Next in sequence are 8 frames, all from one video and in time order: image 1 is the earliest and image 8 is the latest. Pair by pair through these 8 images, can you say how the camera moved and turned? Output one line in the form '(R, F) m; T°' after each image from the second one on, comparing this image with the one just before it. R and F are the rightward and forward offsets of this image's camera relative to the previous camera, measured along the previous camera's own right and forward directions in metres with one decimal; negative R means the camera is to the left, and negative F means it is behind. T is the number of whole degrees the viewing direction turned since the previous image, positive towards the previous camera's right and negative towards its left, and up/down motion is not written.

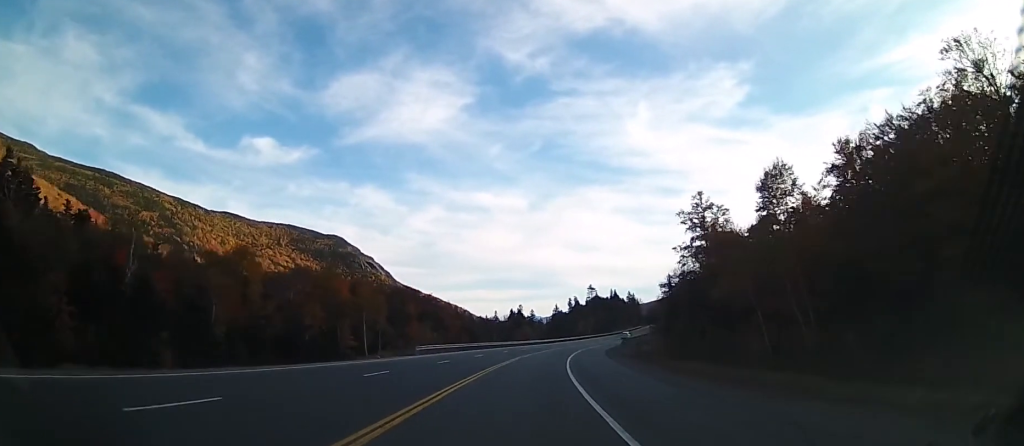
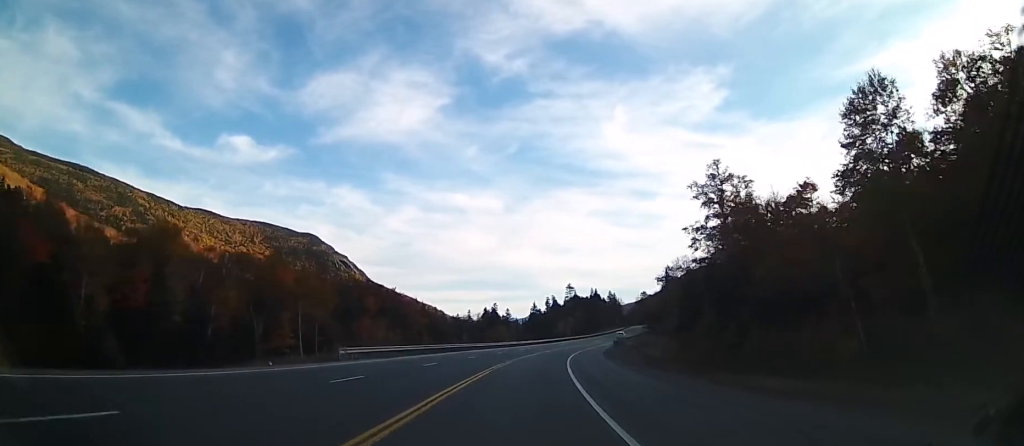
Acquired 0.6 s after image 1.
(+0.2, +15.3) m; +2°
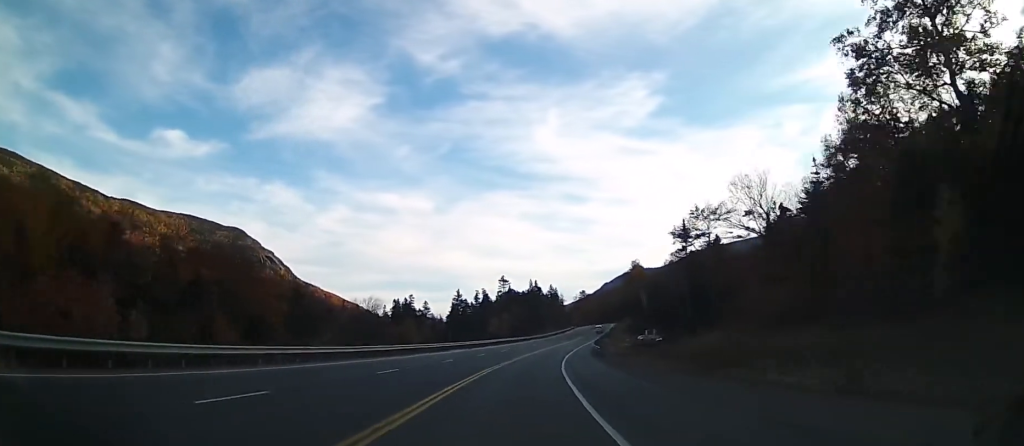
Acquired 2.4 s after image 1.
(+2.7, +43.1) m; +8°
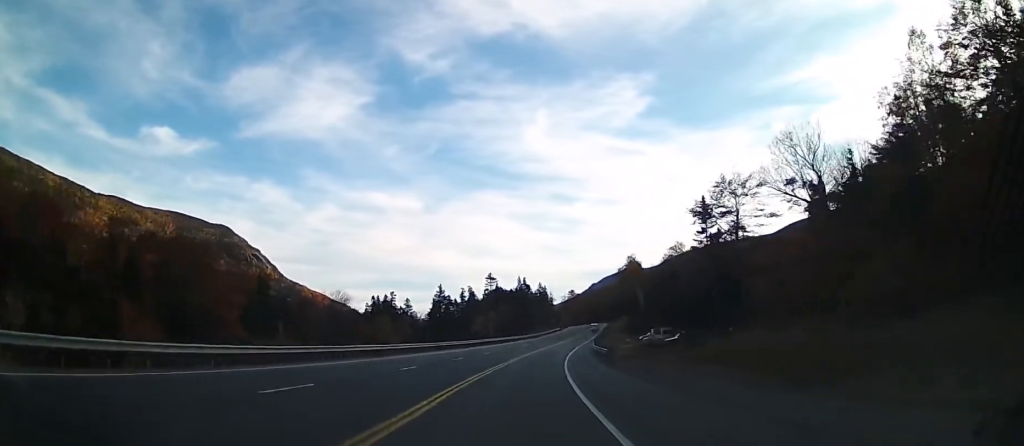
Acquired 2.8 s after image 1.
(+0.3, +9.5) m; +1°
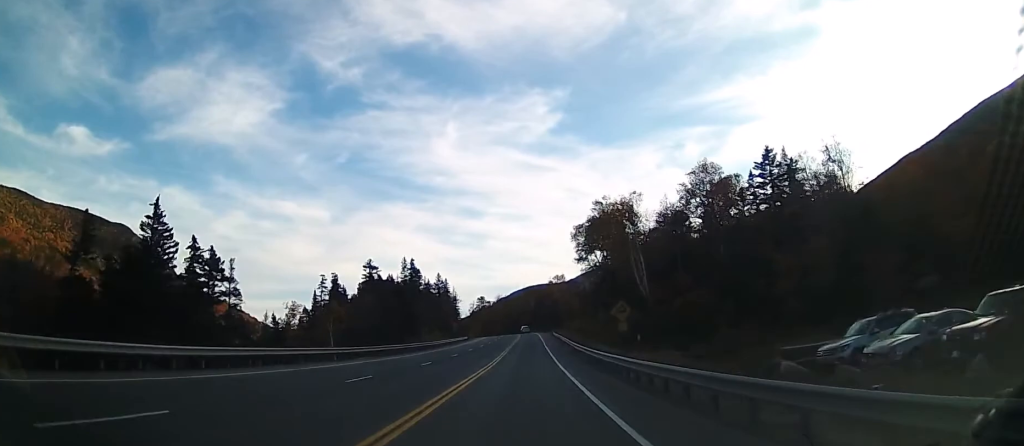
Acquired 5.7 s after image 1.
(+4.9, +66.7) m; +8°
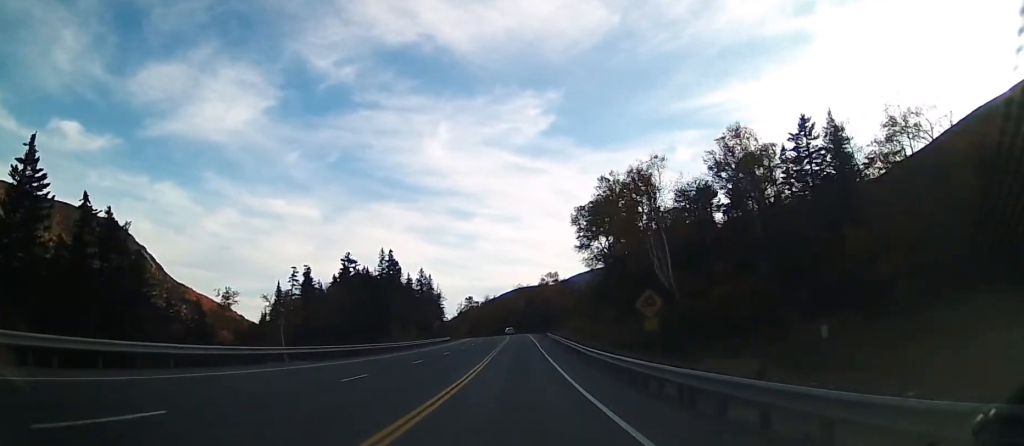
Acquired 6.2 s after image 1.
(+0.2, +12.2) m; +1°
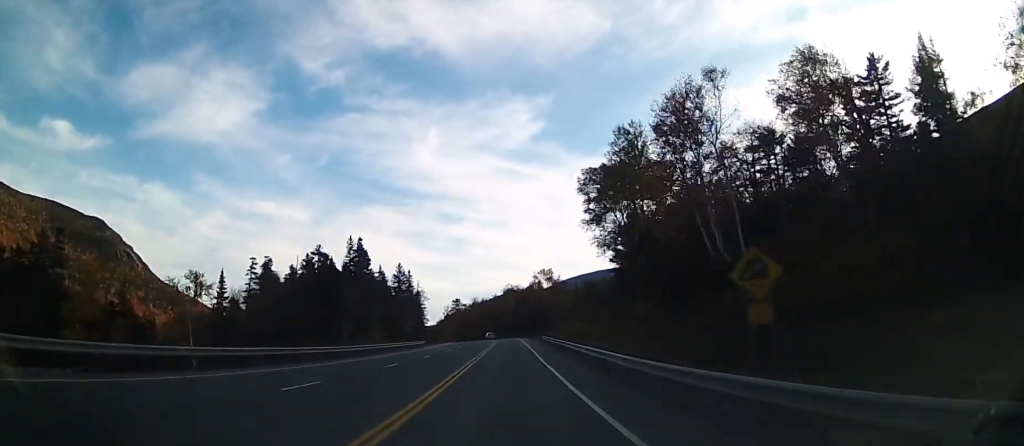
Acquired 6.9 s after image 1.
(+0.1, +15.8) m; +1°
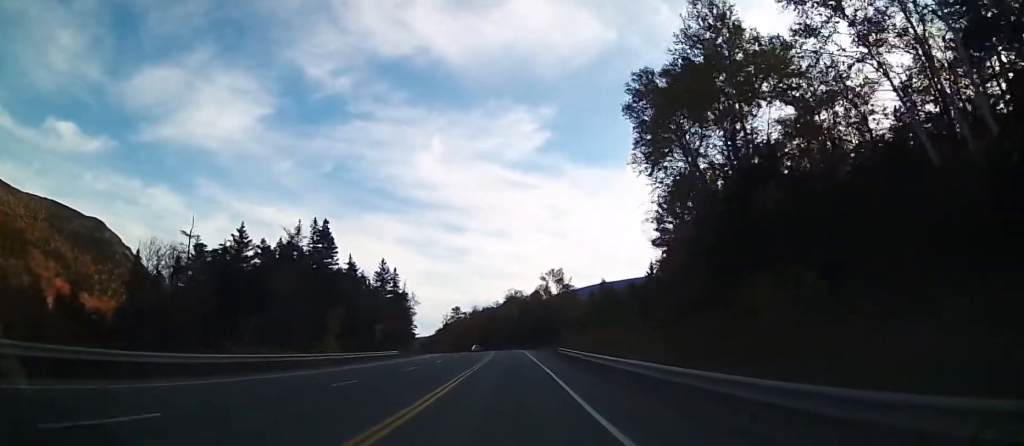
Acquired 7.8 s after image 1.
(+0.1, +20.0) m; +1°
